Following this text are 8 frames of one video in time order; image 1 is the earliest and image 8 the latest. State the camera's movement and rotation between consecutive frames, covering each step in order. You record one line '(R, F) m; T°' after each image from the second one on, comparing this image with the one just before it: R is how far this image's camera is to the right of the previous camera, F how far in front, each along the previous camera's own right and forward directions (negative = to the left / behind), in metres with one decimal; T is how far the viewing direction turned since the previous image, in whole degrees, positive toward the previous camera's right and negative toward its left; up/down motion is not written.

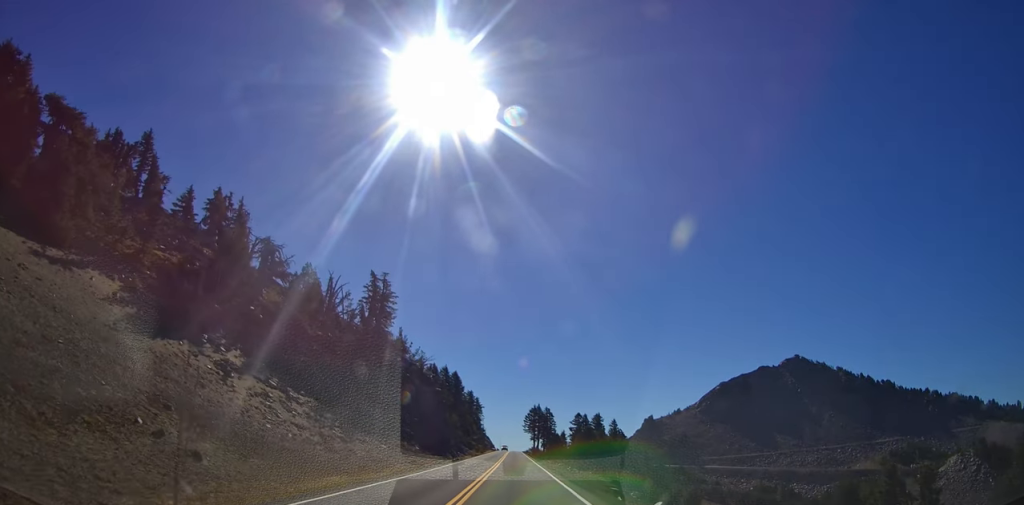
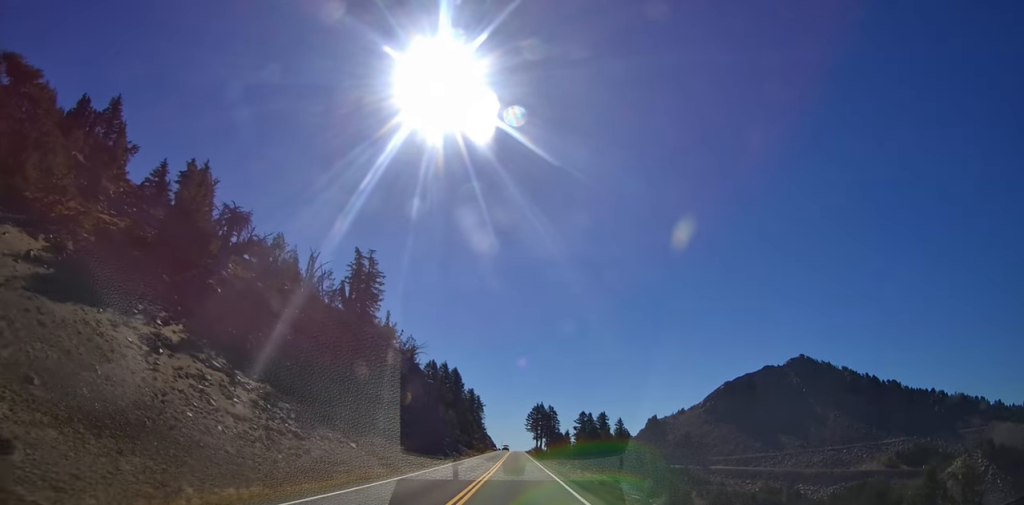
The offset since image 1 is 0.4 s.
(+0.2, +7.5) m; 0°
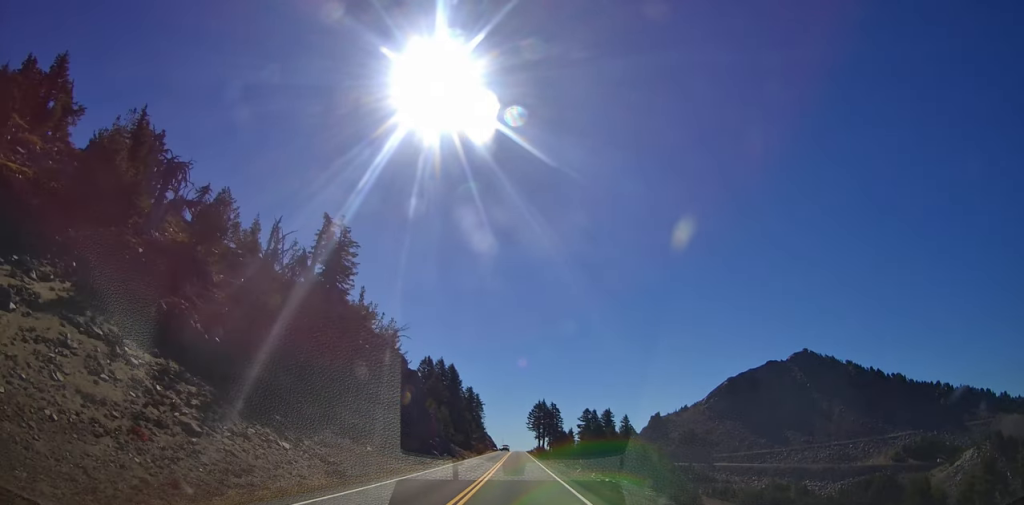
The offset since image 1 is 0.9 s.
(-0.1, +9.4) m; 0°
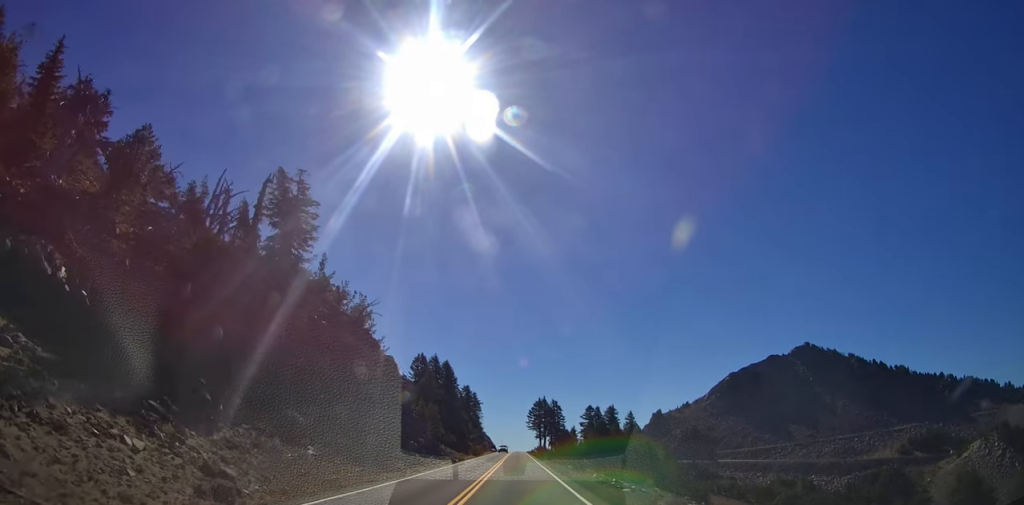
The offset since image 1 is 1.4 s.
(-0.3, +9.4) m; 0°
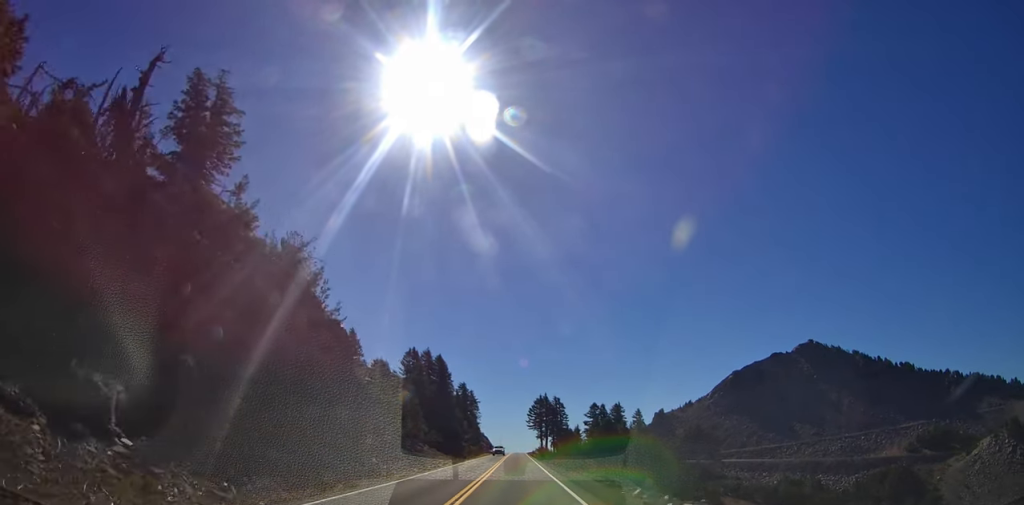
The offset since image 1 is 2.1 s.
(+0.1, +12.4) m; 0°
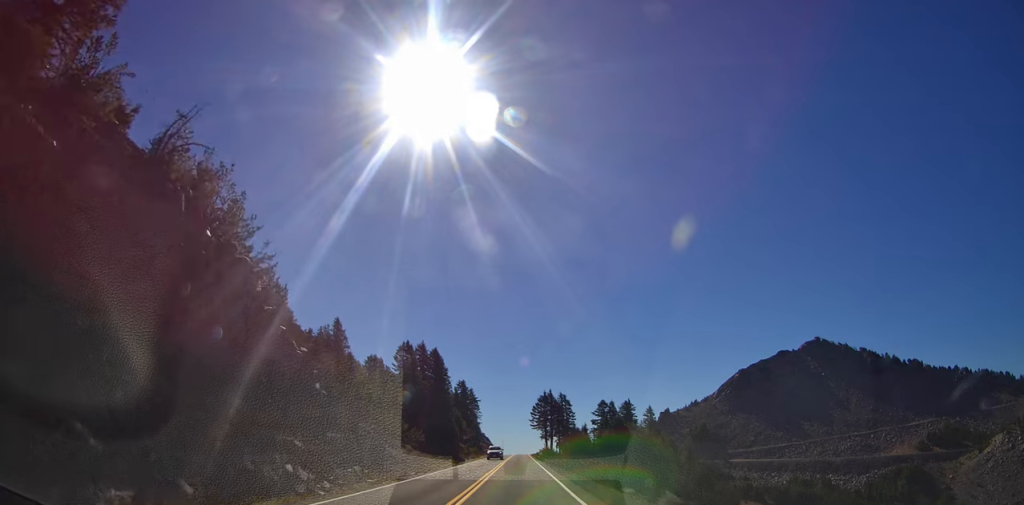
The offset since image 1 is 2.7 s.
(+0.1, +11.7) m; 0°
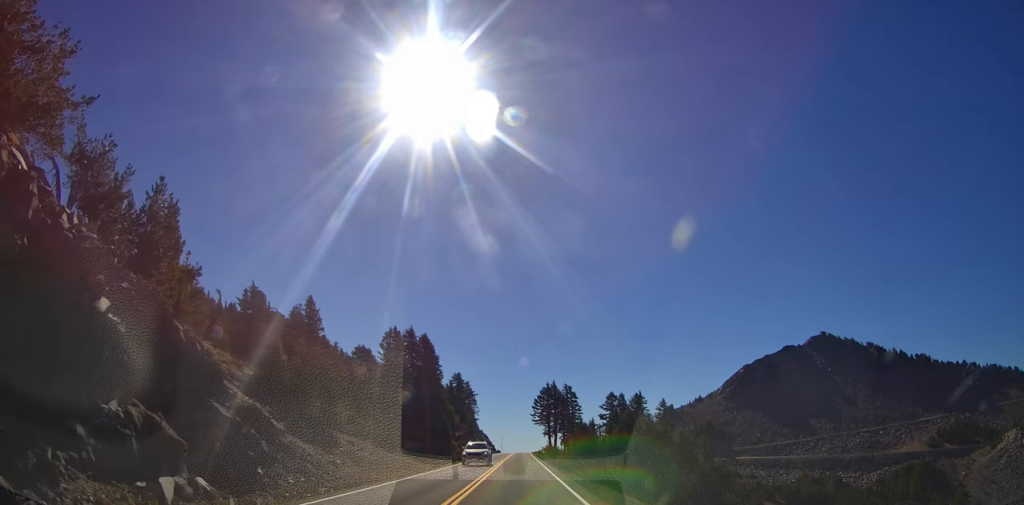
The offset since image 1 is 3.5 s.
(0.0, +14.9) m; -2°
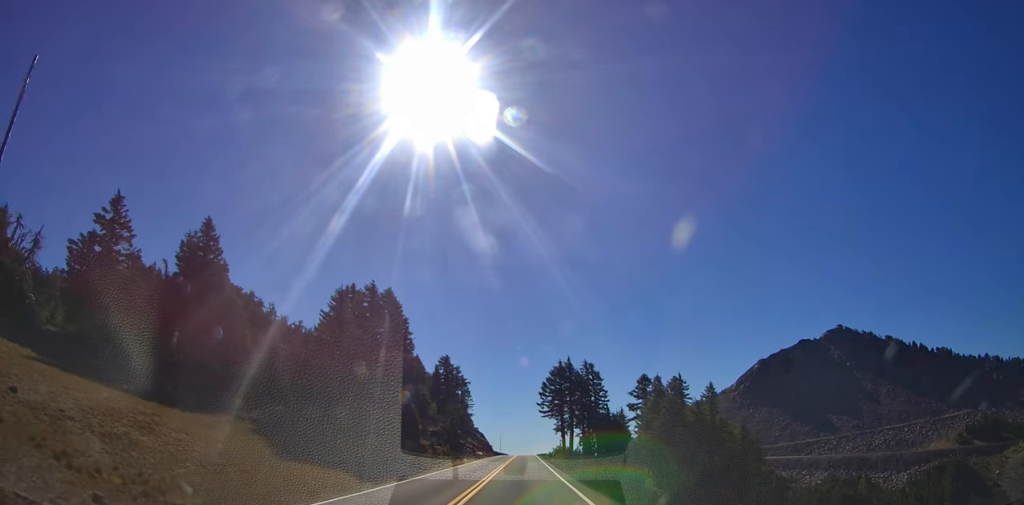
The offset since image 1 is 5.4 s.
(-0.1, +35.3) m; +1°
